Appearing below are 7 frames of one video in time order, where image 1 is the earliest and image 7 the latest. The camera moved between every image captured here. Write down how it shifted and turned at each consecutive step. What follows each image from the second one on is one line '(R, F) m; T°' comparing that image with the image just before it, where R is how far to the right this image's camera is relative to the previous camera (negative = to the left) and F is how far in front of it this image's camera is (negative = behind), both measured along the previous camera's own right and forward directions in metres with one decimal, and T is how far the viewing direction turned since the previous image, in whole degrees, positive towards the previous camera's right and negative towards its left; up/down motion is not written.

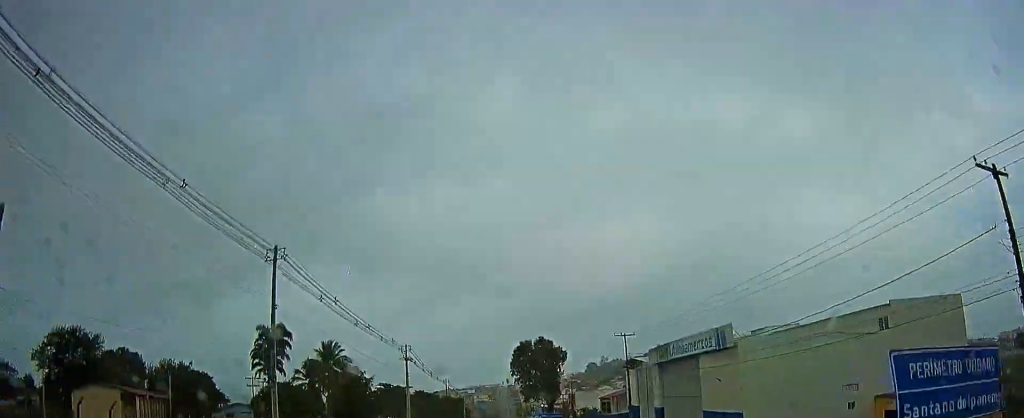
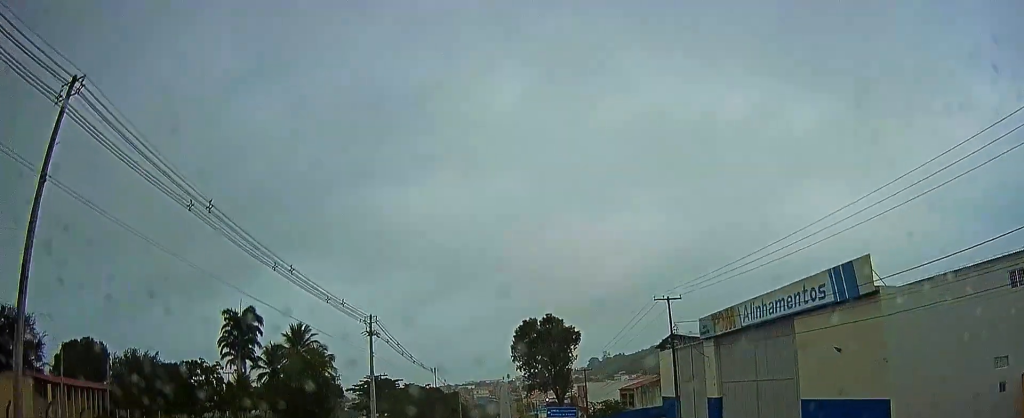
(+0.1, +14.1) m; +1°
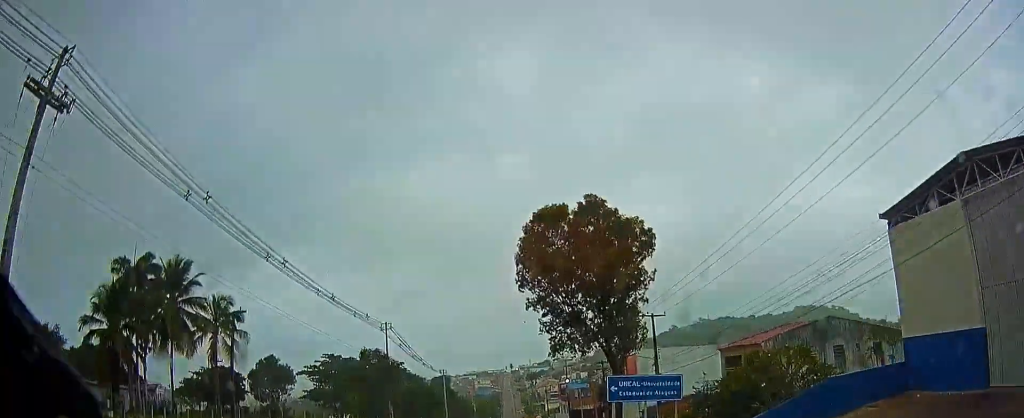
(0.0, +31.0) m; 0°
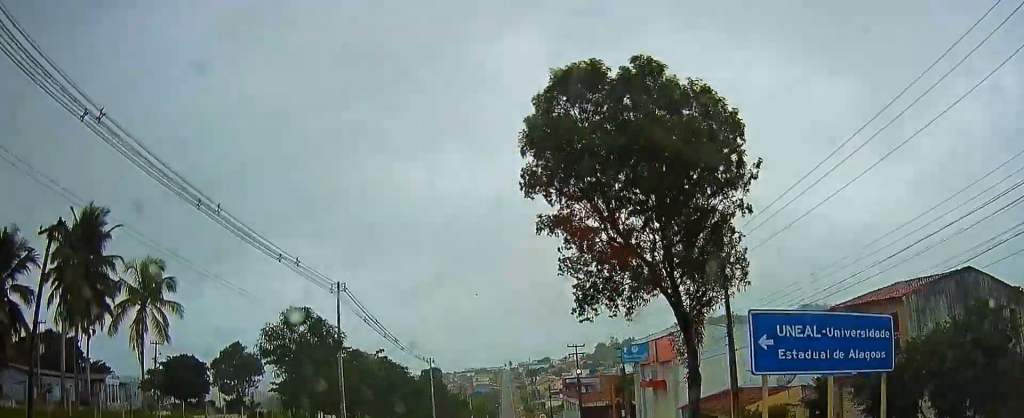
(+0.1, +12.6) m; +1°
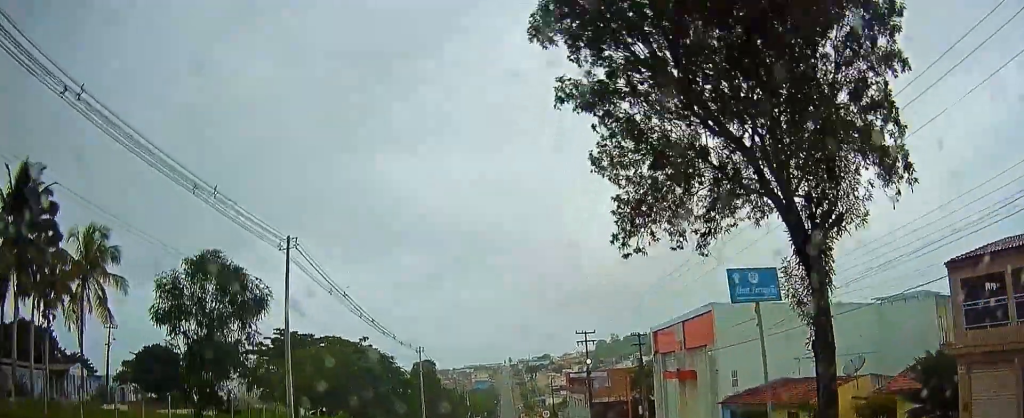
(+0.2, +7.7) m; +1°
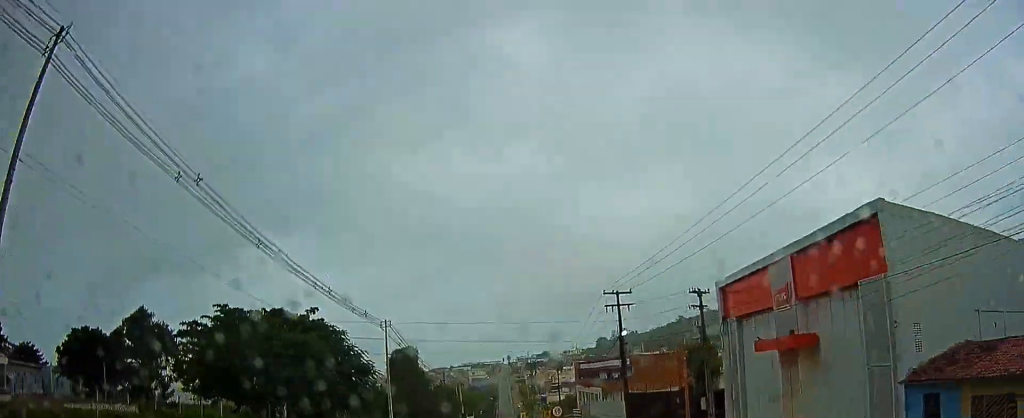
(-0.1, +16.5) m; 0°
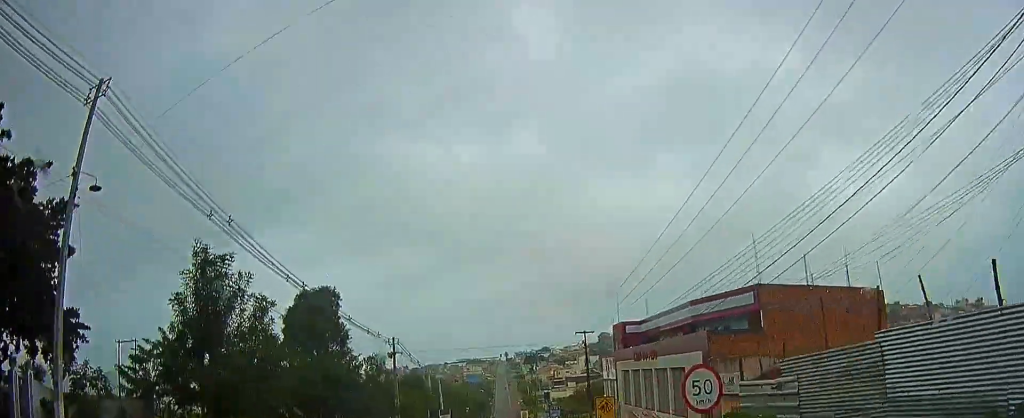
(+0.9, +35.3) m; +1°
